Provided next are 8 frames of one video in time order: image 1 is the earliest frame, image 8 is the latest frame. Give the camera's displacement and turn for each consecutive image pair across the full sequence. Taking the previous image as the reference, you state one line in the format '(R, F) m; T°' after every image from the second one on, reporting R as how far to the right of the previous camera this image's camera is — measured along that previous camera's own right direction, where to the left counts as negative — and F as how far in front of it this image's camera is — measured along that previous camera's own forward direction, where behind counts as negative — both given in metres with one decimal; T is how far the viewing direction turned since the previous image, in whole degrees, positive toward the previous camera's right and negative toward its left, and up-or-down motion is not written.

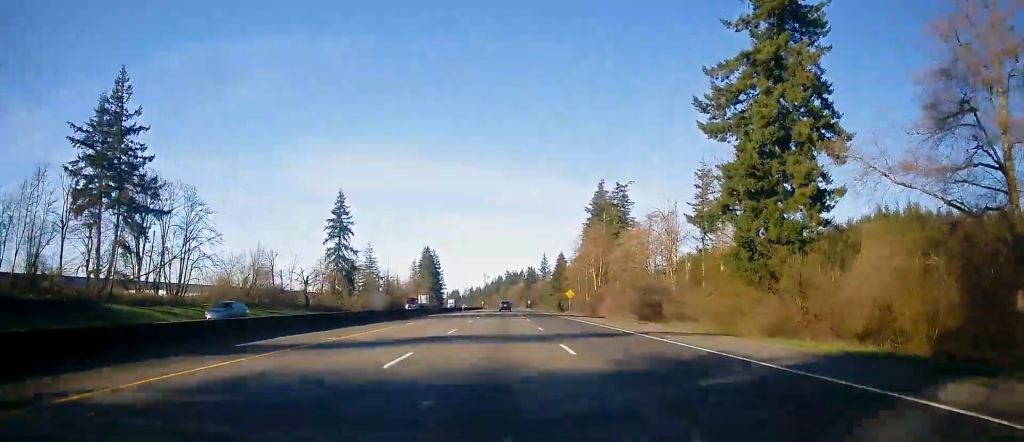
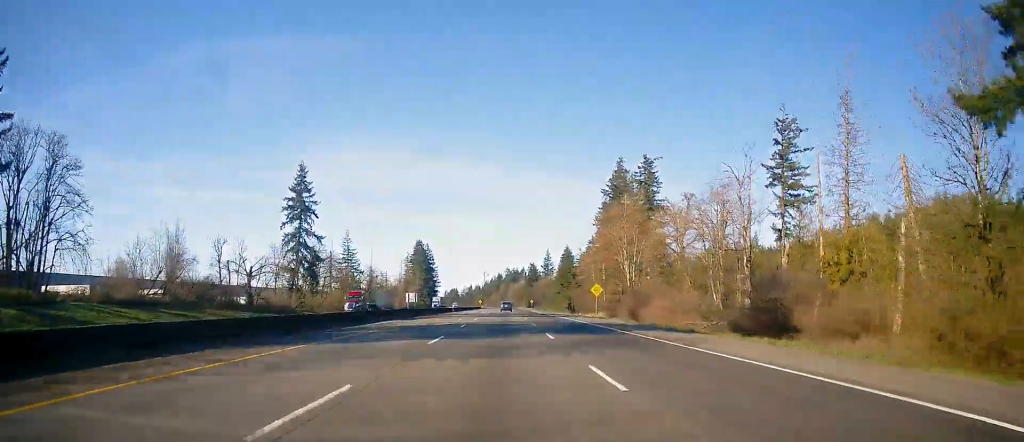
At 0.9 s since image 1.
(-0.2, +30.2) m; 0°
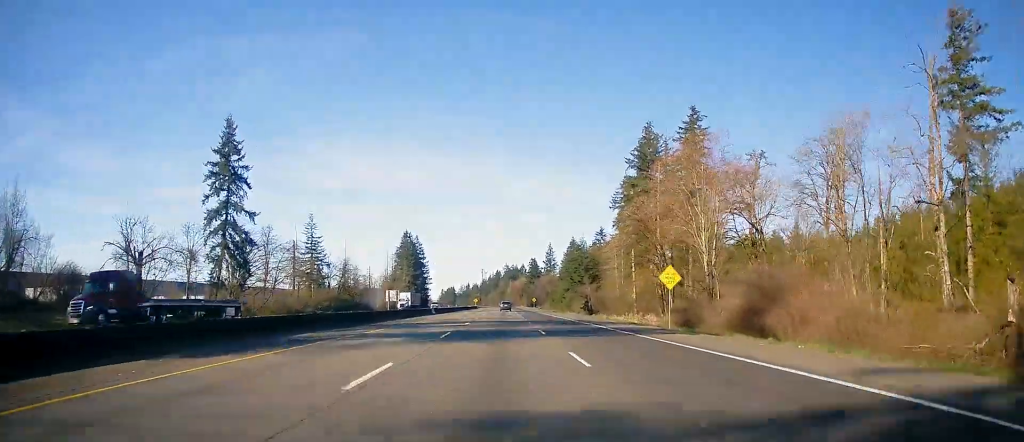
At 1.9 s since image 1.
(+0.4, +33.1) m; 0°
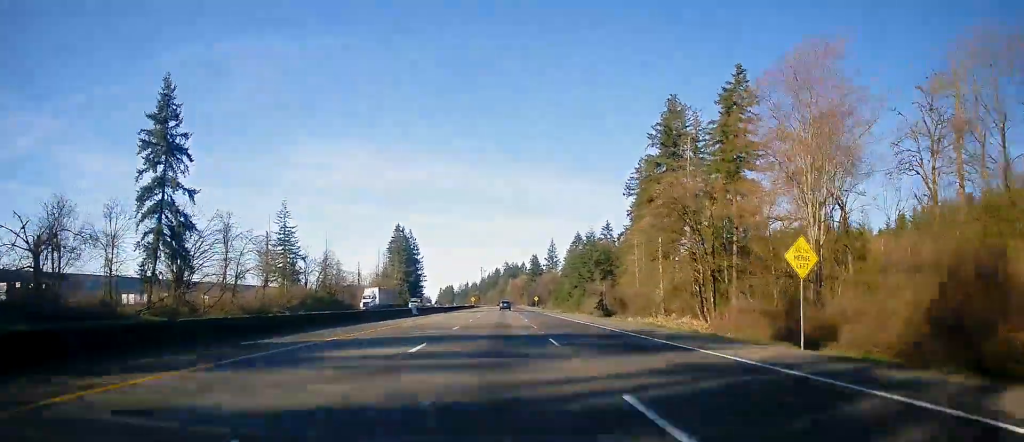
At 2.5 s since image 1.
(-0.1, +20.0) m; 0°
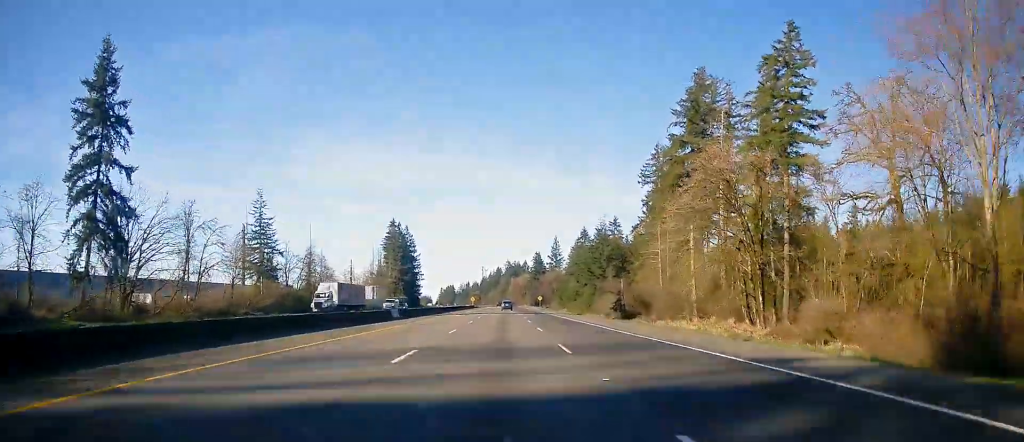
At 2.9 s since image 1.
(0.0, +14.4) m; 0°
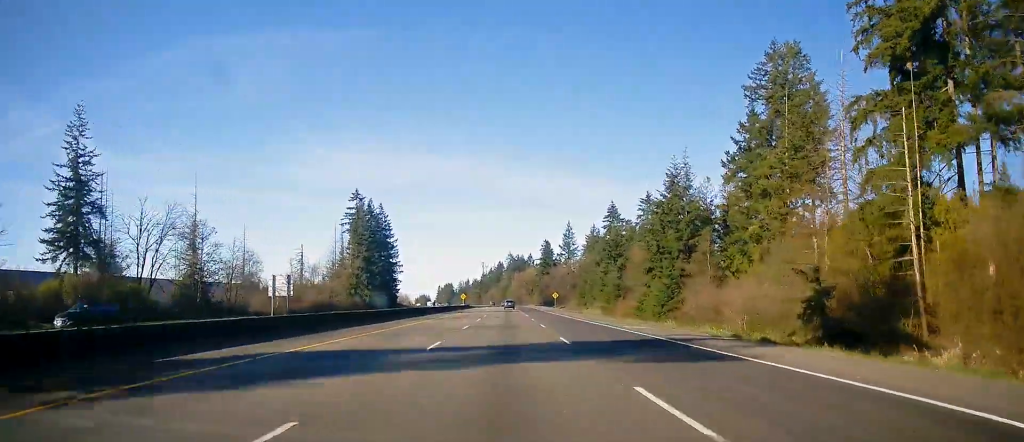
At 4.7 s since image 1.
(+0.2, +57.7) m; +1°
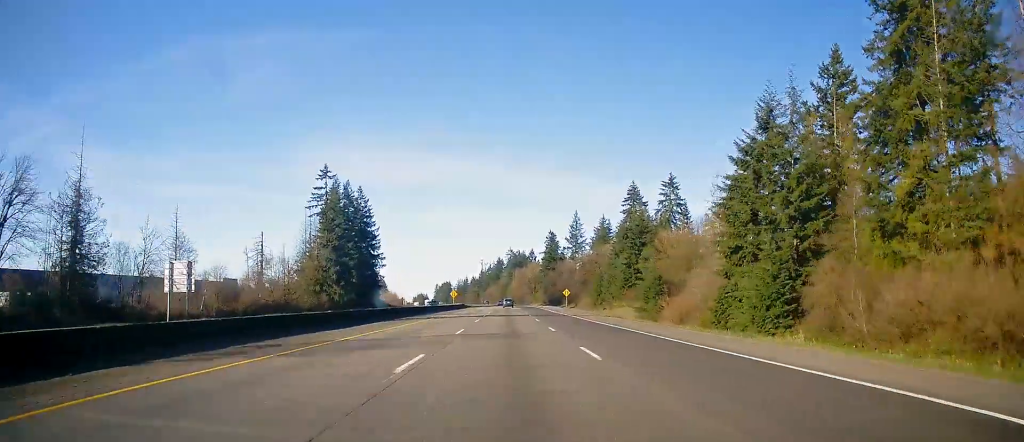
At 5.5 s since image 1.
(0.0, +28.9) m; 0°
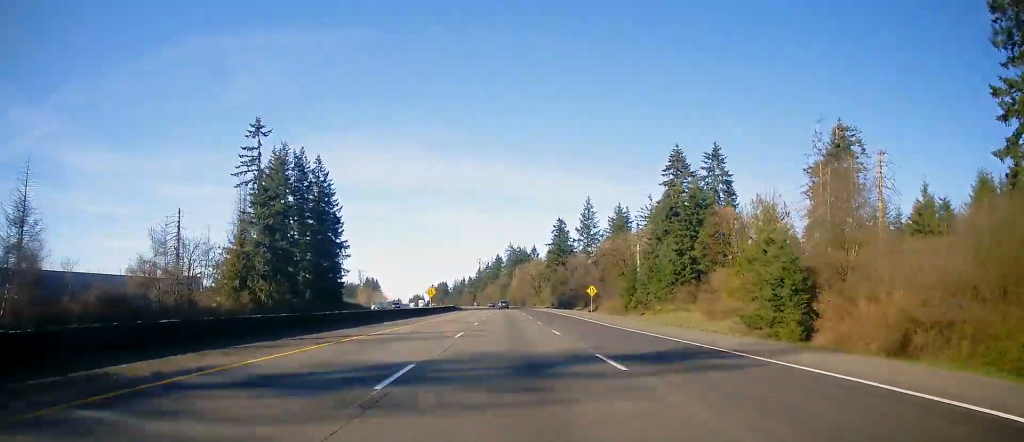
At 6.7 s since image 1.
(-0.3, +38.9) m; 0°
